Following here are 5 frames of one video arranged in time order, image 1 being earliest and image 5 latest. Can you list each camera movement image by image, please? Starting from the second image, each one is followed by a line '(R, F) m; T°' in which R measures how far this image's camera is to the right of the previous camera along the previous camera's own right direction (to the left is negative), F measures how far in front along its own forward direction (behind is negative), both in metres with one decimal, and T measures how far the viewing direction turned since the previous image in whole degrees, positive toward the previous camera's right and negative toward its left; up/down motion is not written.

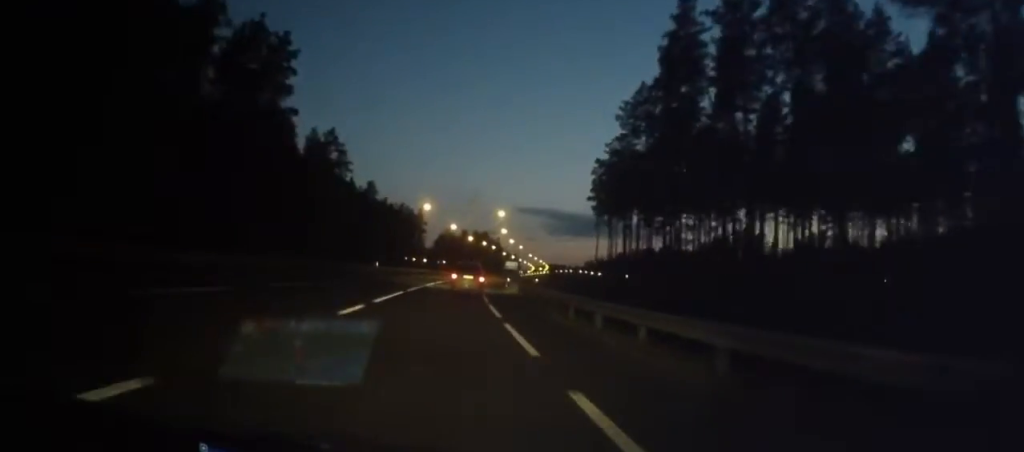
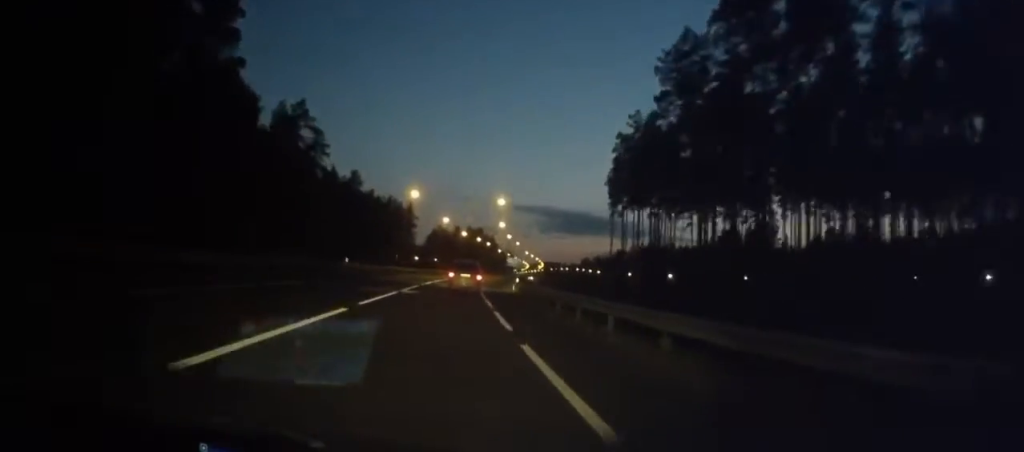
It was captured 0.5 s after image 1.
(0.0, +13.5) m; +1°
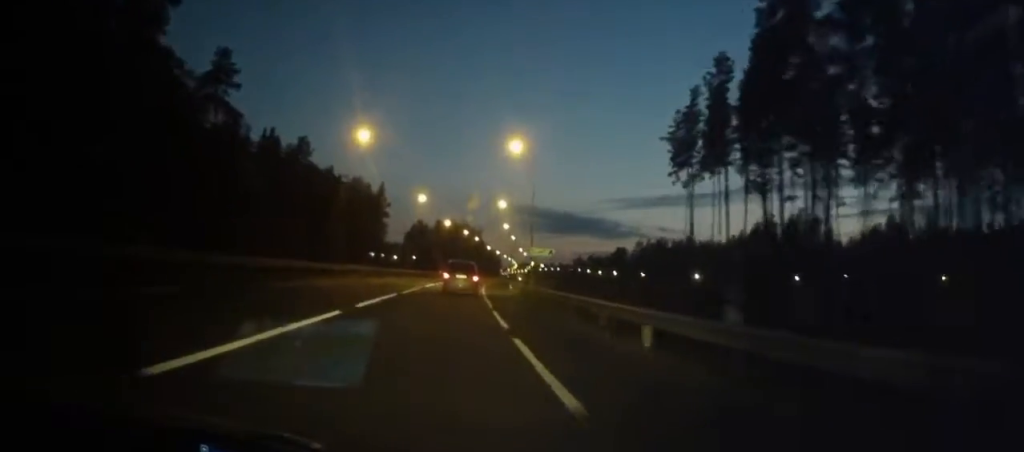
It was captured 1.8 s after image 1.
(+1.0, +34.3) m; +2°
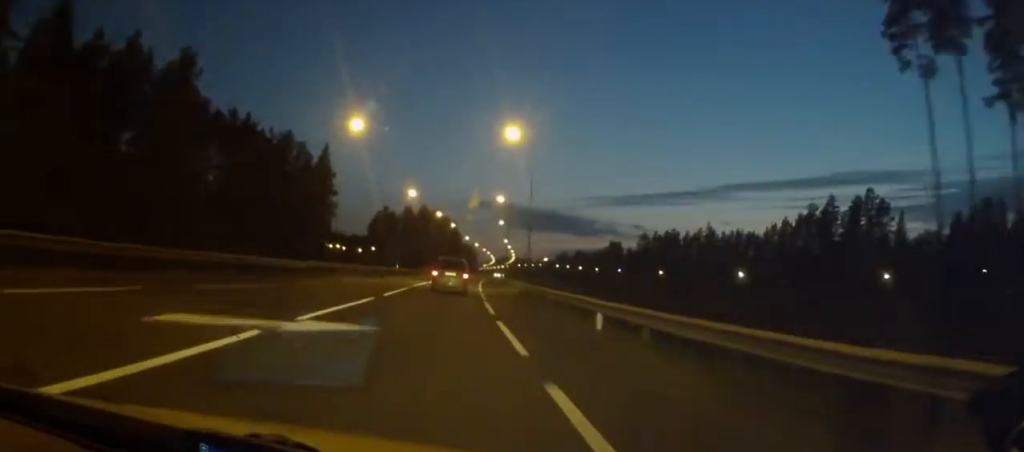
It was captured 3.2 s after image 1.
(+0.1, +39.9) m; +1°
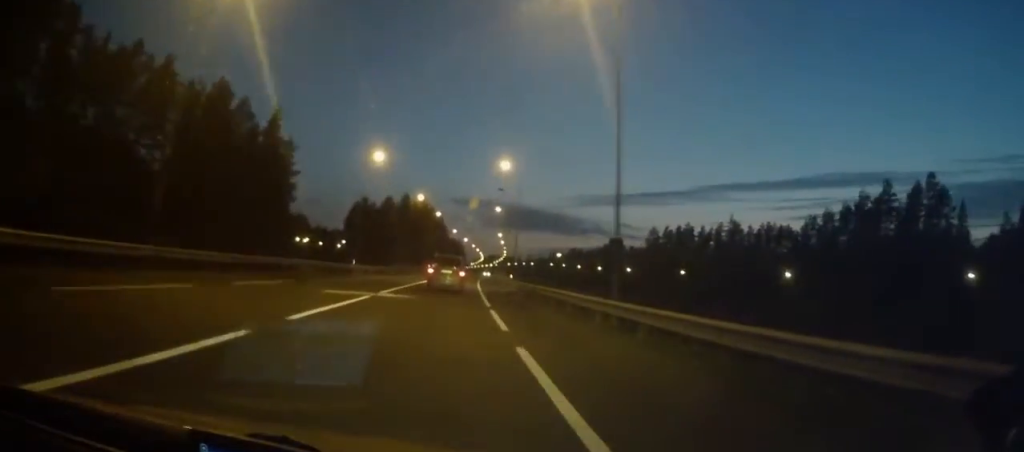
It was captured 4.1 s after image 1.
(+0.3, +23.7) m; +1°
